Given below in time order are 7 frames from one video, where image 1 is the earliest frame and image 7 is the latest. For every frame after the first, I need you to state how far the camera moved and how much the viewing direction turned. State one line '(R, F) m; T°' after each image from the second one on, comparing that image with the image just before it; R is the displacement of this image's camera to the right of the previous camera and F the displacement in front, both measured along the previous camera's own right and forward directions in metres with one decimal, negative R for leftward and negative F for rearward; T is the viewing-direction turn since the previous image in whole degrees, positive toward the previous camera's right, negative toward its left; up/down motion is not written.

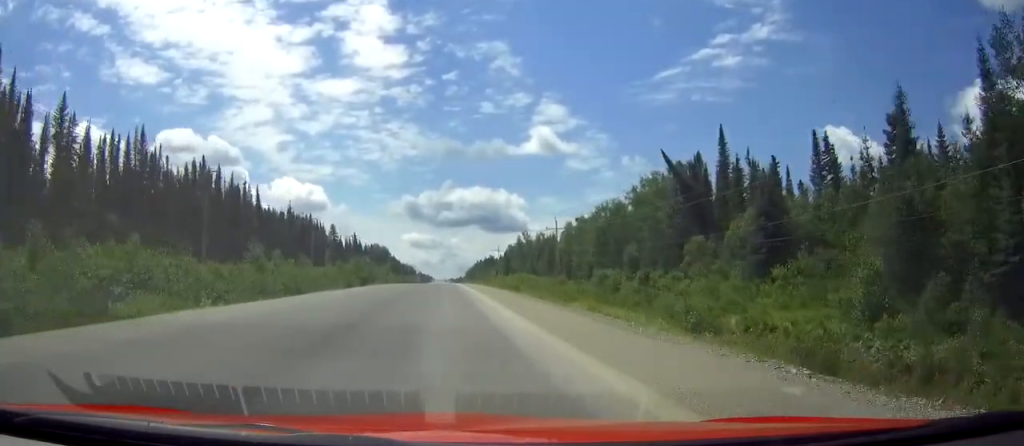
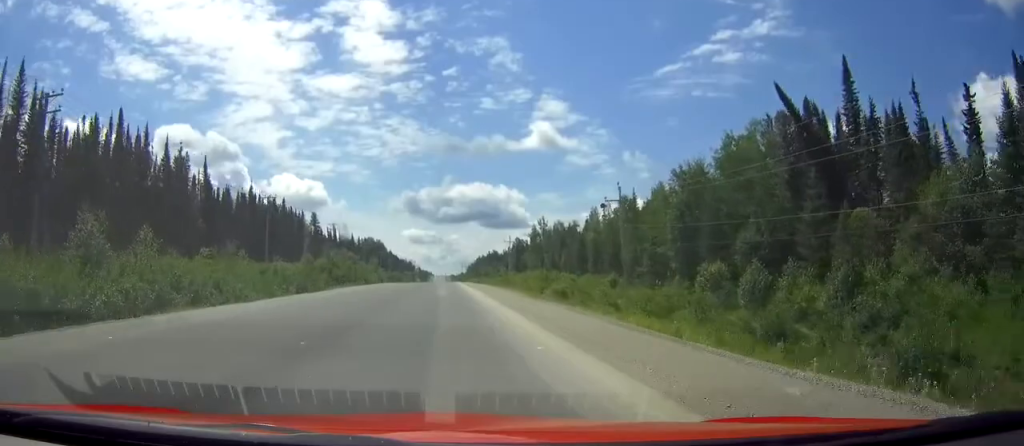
(-0.1, +28.9) m; 0°
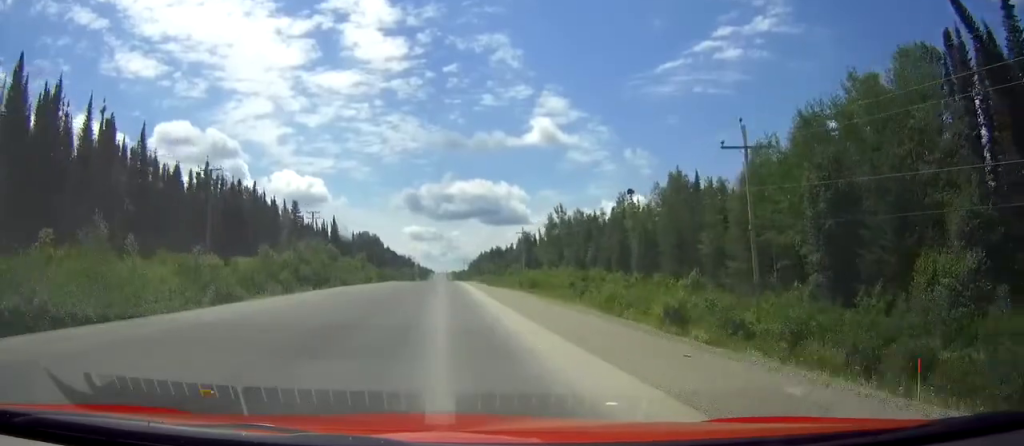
(0.0, +22.1) m; 0°
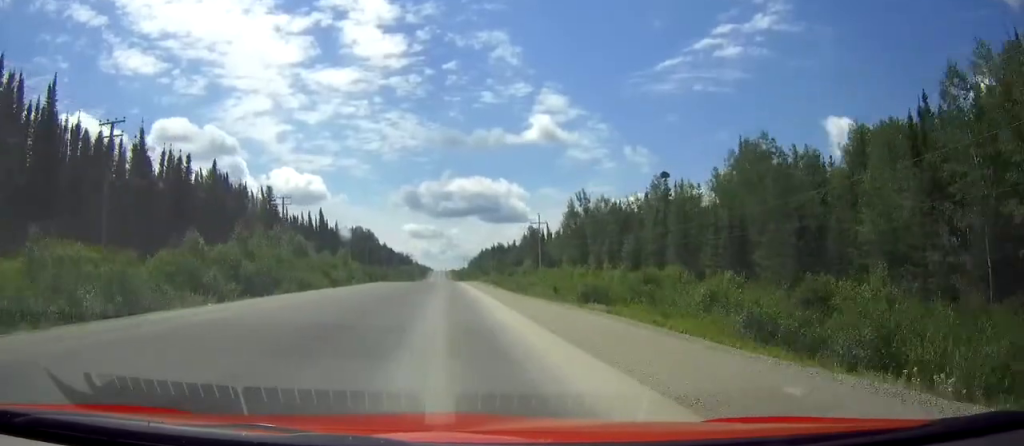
(0.0, +21.2) m; 0°
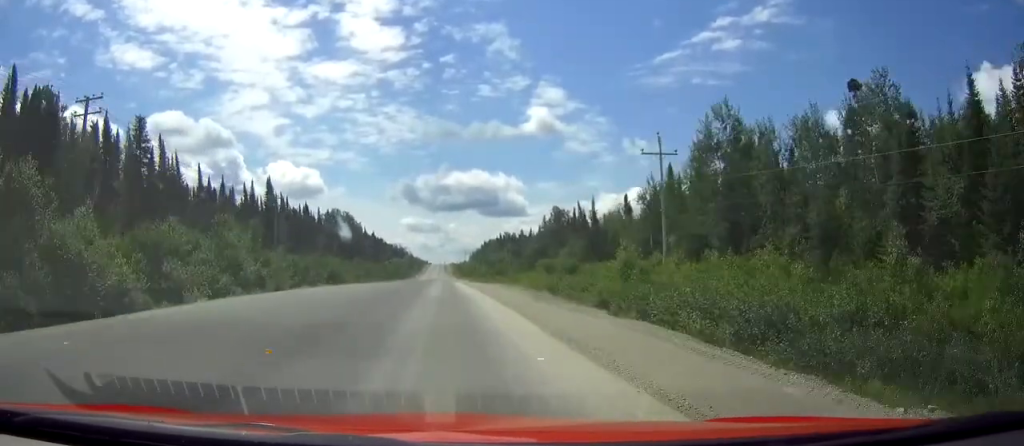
(+0.1, +55.7) m; 0°
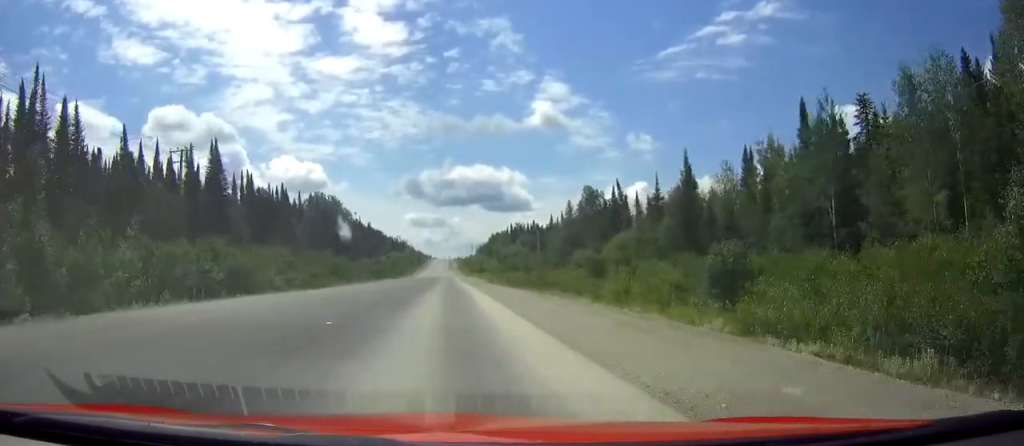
(-0.1, +35.3) m; 0°
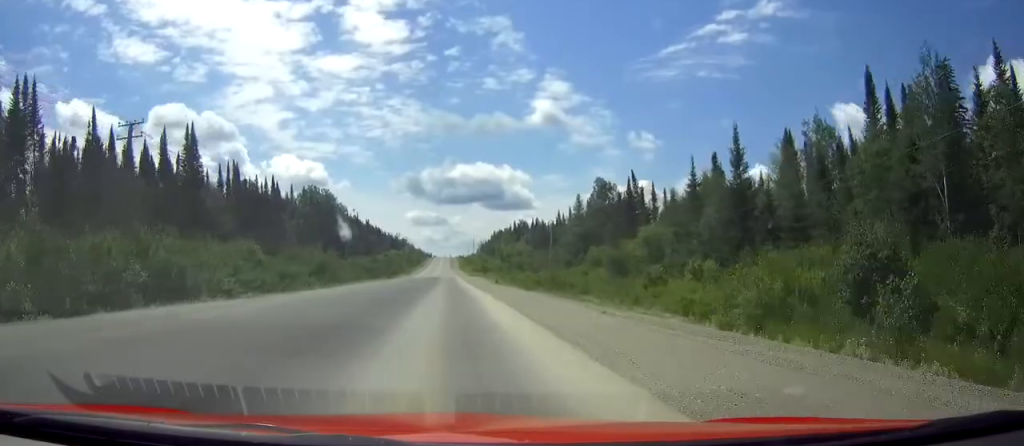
(0.0, +10.6) m; 0°
